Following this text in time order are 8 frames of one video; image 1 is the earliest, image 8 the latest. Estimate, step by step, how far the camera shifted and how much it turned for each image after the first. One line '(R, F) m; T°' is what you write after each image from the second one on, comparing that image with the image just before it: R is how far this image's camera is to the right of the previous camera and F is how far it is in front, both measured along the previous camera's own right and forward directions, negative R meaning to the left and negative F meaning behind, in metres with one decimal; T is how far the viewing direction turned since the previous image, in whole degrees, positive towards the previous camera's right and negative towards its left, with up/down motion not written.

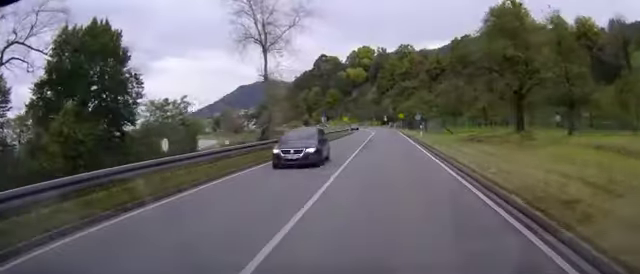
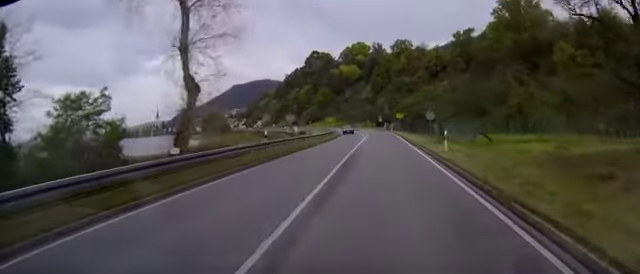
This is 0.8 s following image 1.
(+0.1, +15.4) m; 0°
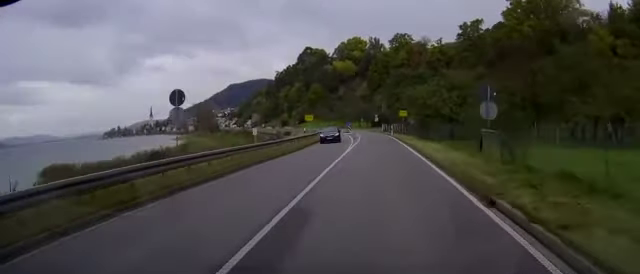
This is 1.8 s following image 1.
(0.0, +18.3) m; 0°
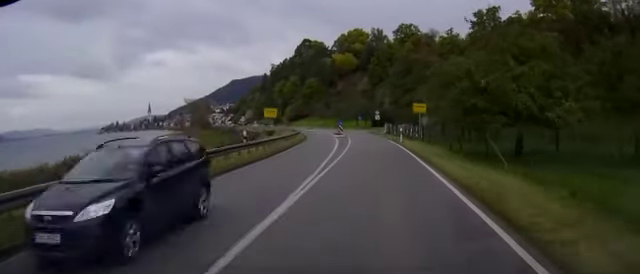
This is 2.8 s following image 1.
(-0.1, +18.6) m; -1°
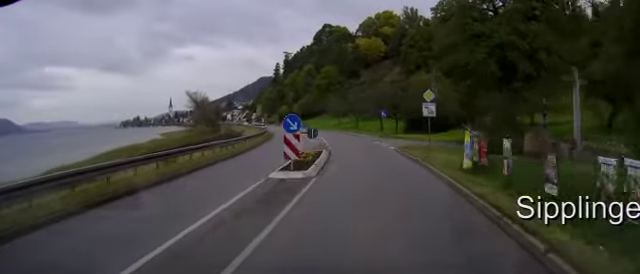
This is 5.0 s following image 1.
(-1.2, +40.2) m; -5°
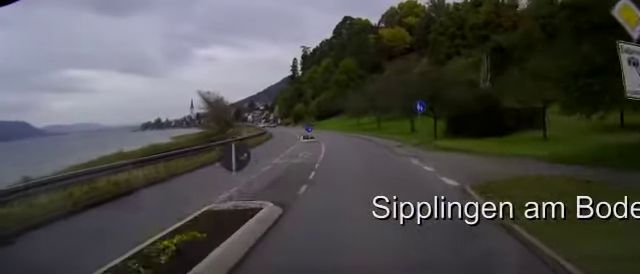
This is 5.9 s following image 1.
(-0.5, +15.7) m; -3°
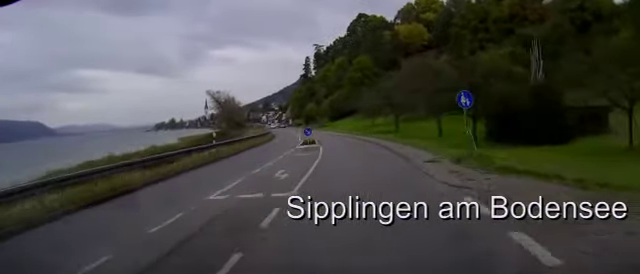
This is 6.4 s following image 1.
(-0.2, +9.2) m; -2°
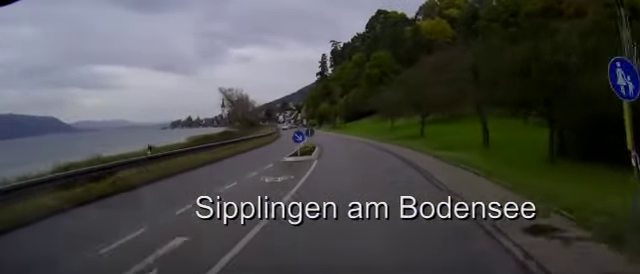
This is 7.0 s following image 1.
(0.0, +9.6) m; -3°
